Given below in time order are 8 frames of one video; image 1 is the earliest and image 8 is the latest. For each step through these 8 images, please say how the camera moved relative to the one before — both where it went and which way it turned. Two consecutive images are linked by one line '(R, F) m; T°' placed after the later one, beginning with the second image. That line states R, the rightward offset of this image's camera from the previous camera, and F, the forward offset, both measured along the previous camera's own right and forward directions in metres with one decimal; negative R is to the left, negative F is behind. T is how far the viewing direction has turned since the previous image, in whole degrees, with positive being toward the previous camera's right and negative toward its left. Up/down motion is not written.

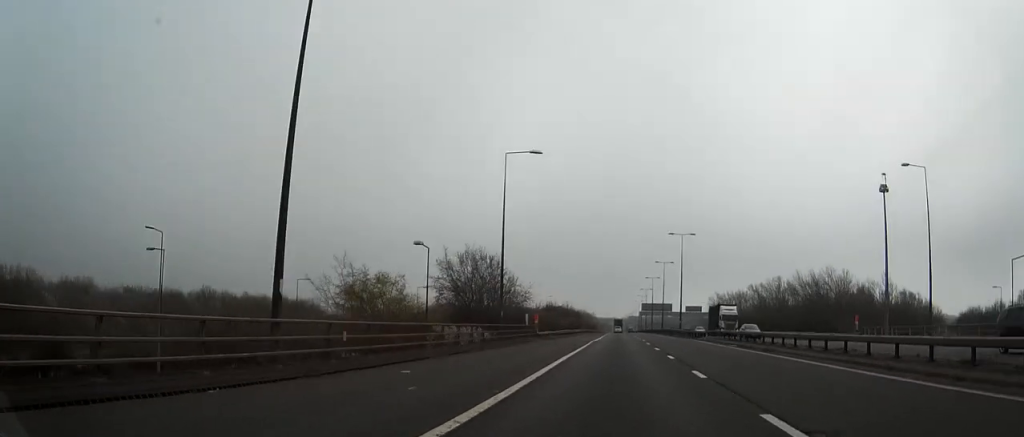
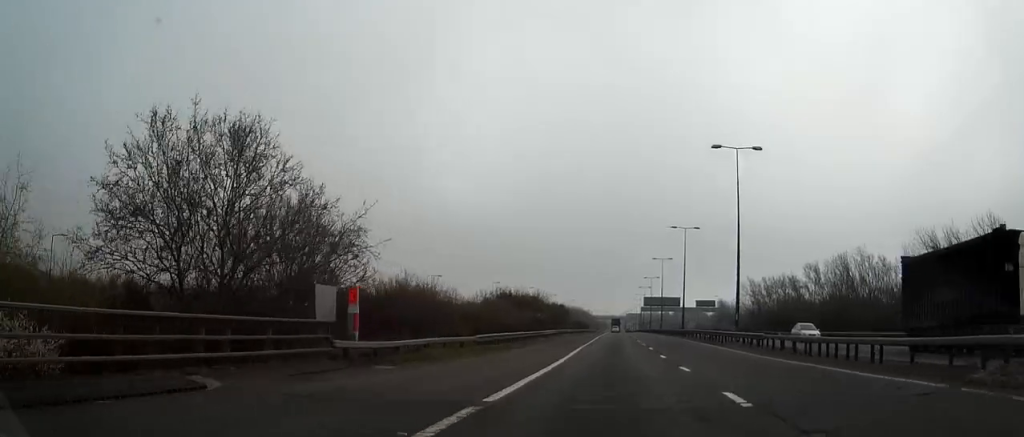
(0.0, +44.3) m; 0°
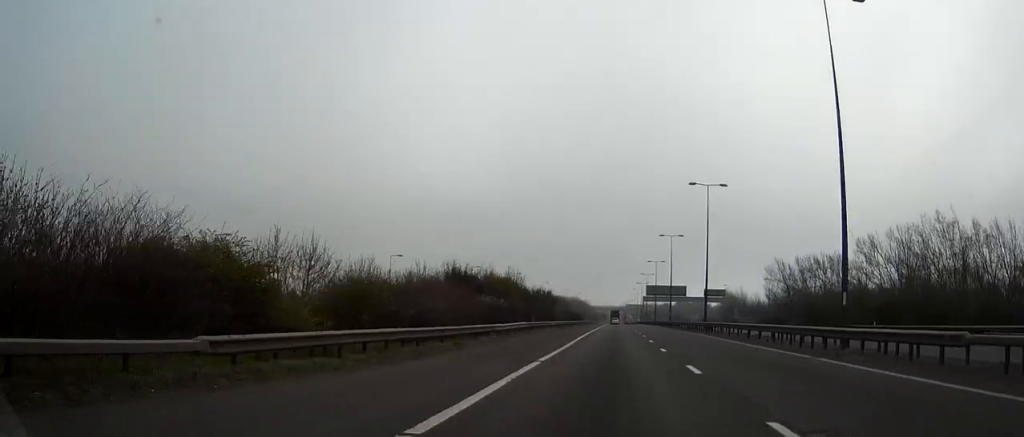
(+0.1, +22.2) m; 0°
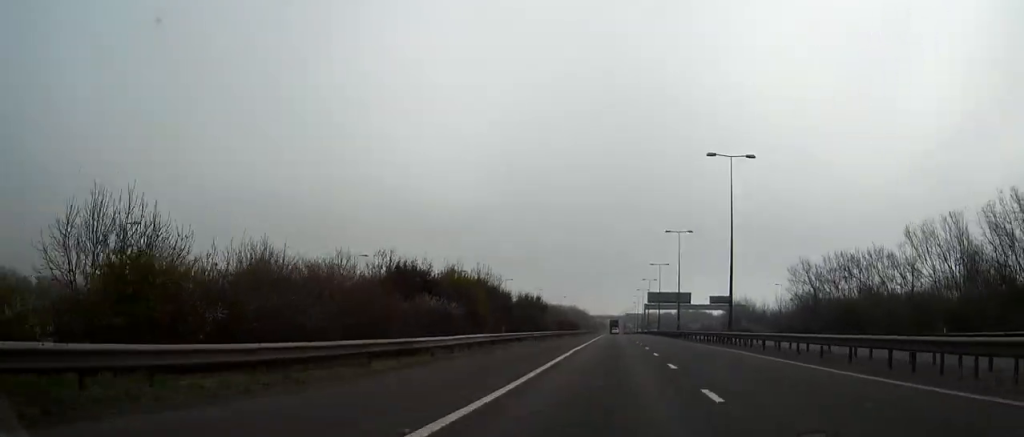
(+0.1, +13.8) m; 0°
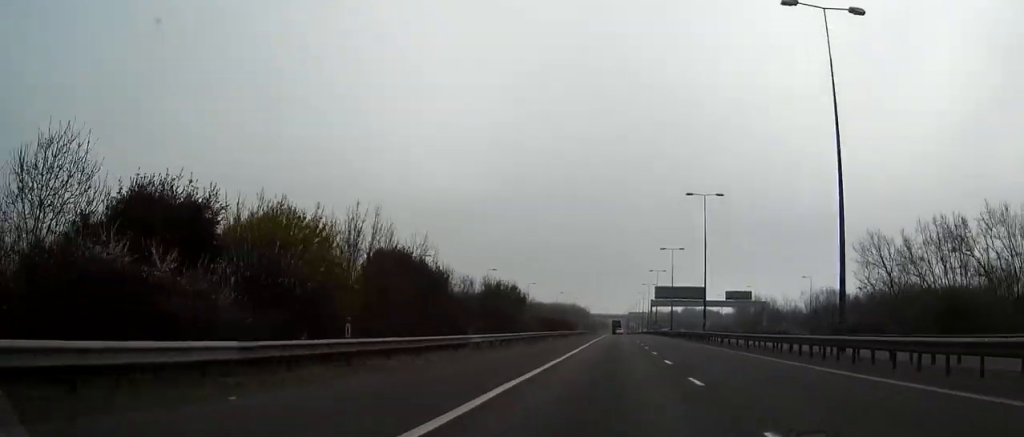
(-0.1, +24.0) m; 0°
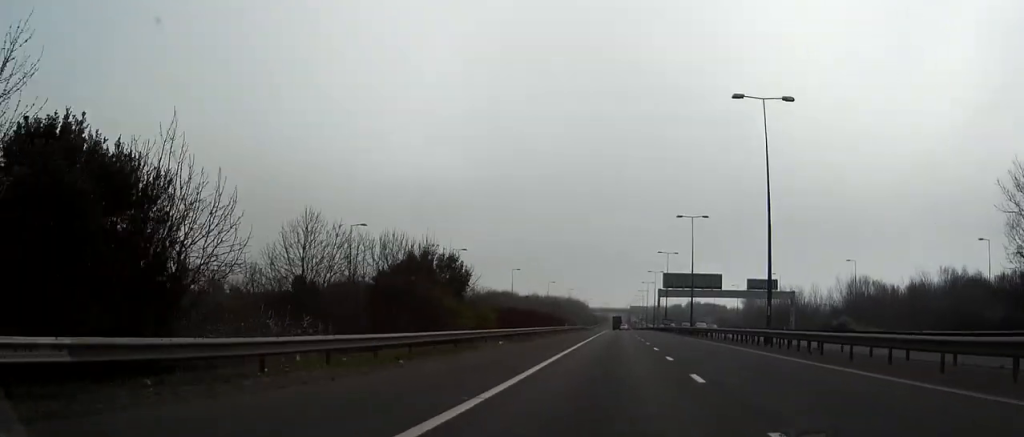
(0.0, +26.7) m; 0°
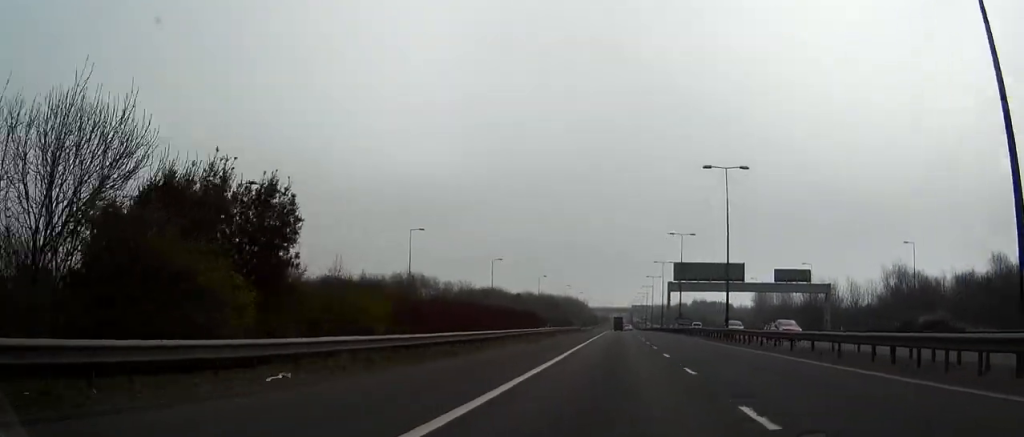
(0.0, +24.0) m; 0°
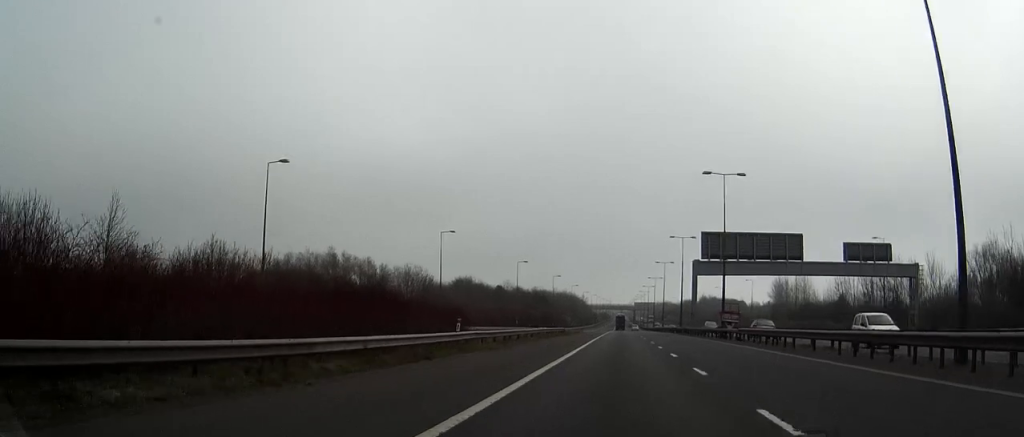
(-0.1, +36.0) m; 0°
